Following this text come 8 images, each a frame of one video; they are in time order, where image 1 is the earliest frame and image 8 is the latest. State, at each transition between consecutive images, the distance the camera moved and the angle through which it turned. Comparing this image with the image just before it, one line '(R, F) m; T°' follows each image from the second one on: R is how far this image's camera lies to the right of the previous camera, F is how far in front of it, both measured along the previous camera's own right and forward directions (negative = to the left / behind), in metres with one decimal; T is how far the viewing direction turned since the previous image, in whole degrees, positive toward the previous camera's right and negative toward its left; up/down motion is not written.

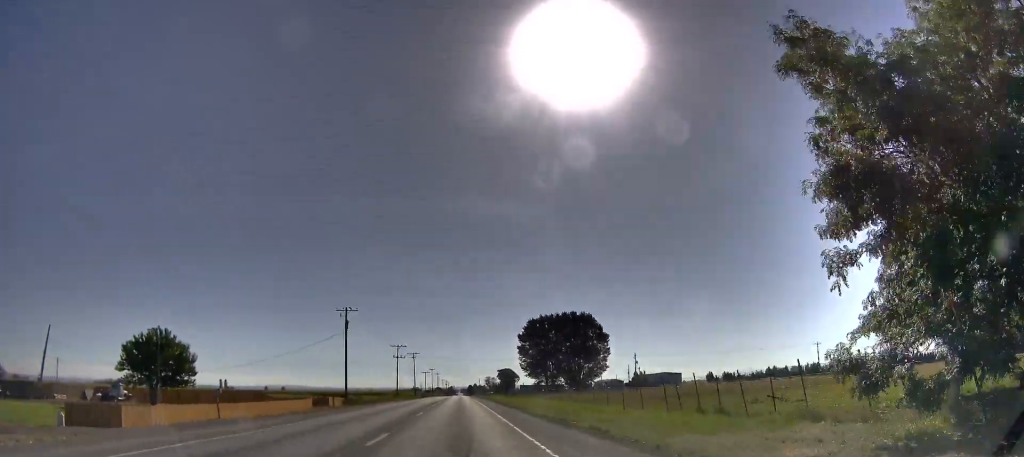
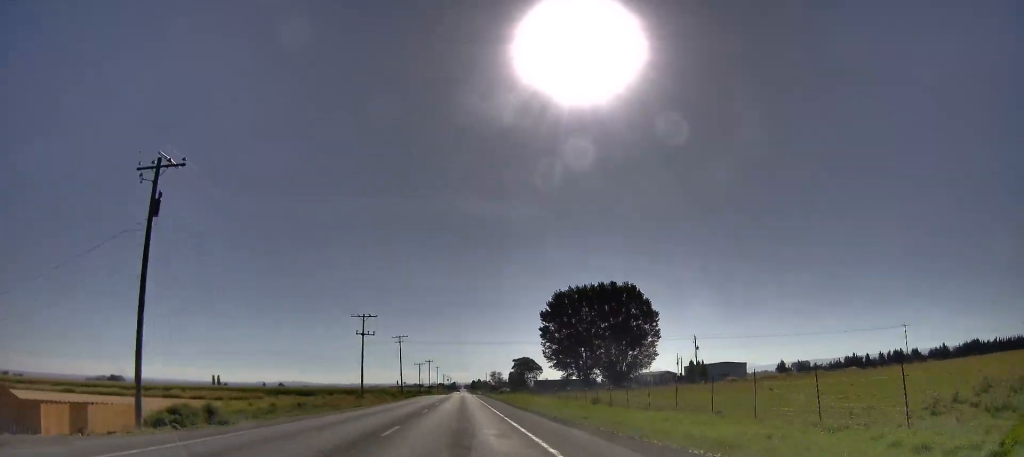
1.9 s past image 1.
(0.0, +42.9) m; 0°
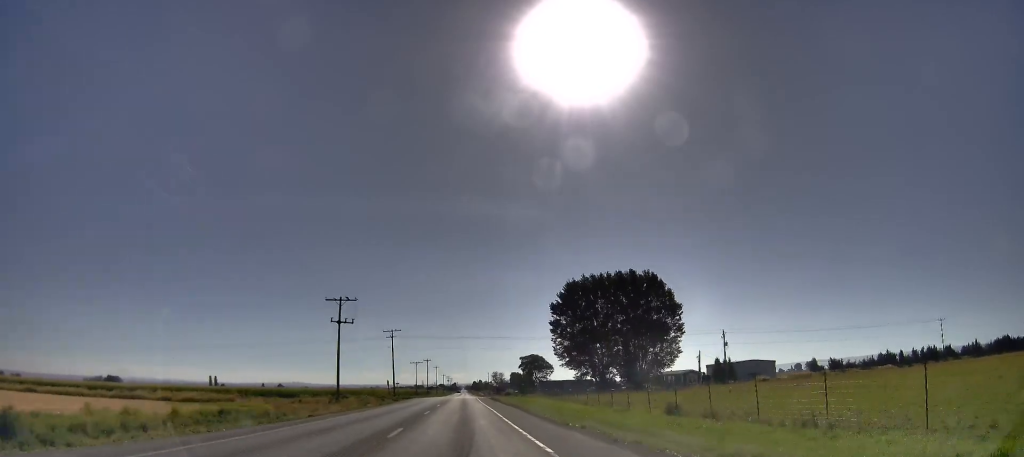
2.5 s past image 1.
(0.0, +14.3) m; 0°
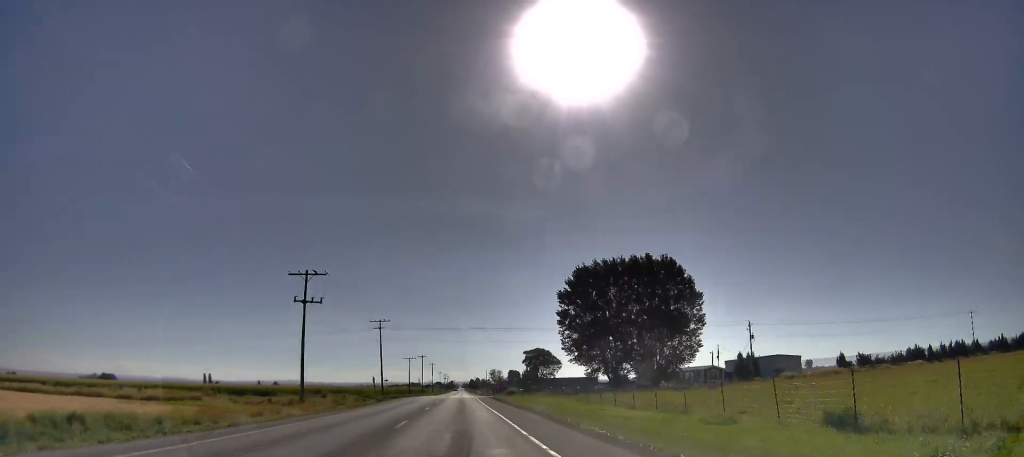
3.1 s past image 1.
(0.0, +12.0) m; 0°
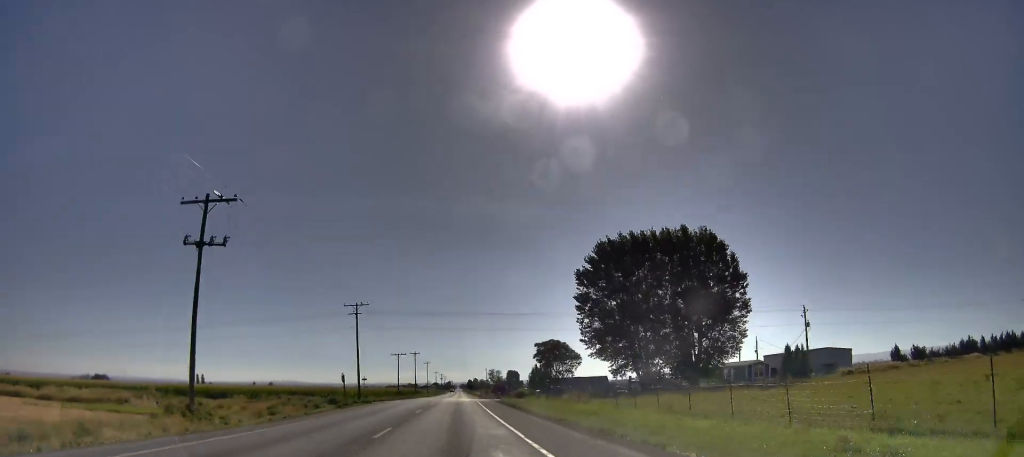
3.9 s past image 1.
(0.0, +18.8) m; 0°
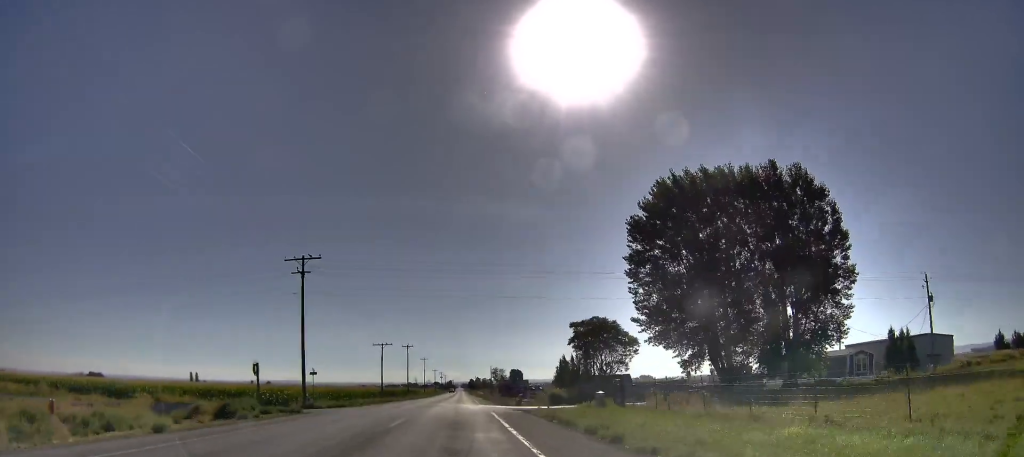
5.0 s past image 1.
(0.0, +25.6) m; 0°
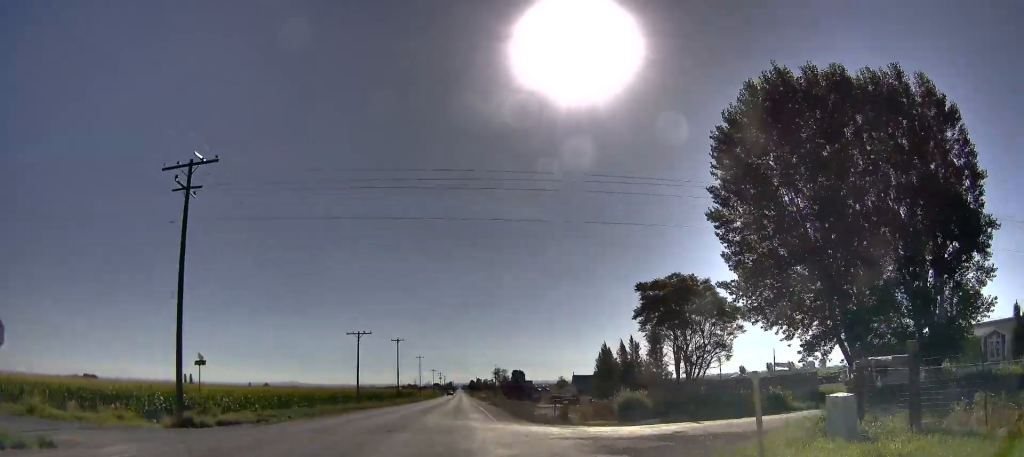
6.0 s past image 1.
(0.0, +21.9) m; 0°
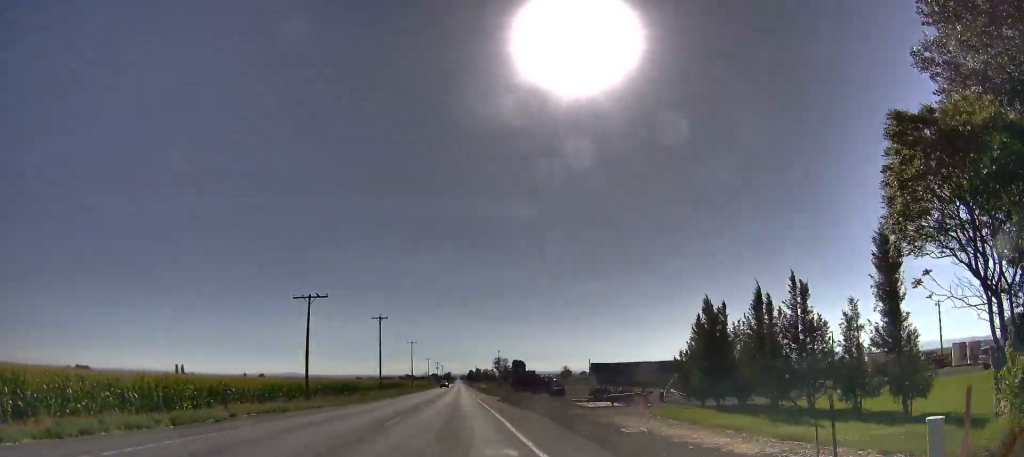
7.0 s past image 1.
(0.0, +23.4) m; 0°
